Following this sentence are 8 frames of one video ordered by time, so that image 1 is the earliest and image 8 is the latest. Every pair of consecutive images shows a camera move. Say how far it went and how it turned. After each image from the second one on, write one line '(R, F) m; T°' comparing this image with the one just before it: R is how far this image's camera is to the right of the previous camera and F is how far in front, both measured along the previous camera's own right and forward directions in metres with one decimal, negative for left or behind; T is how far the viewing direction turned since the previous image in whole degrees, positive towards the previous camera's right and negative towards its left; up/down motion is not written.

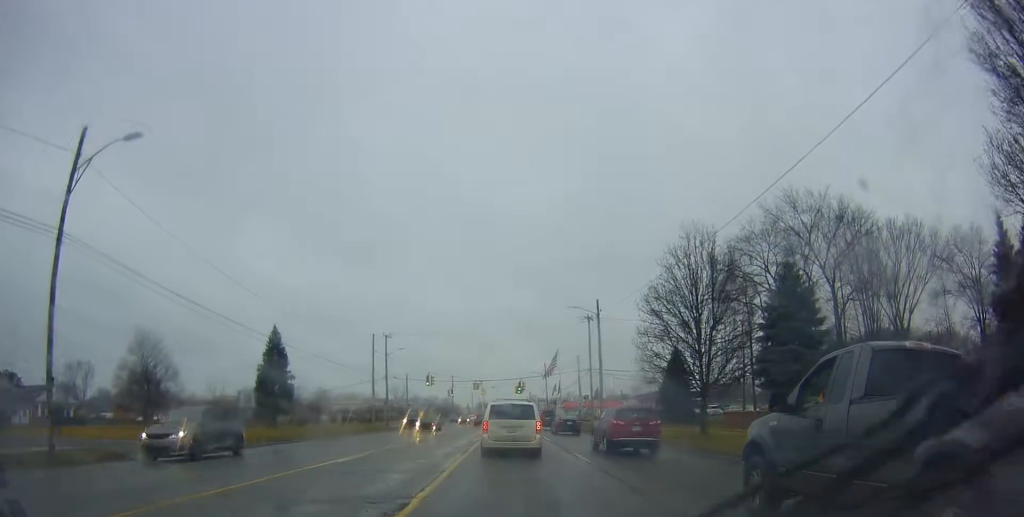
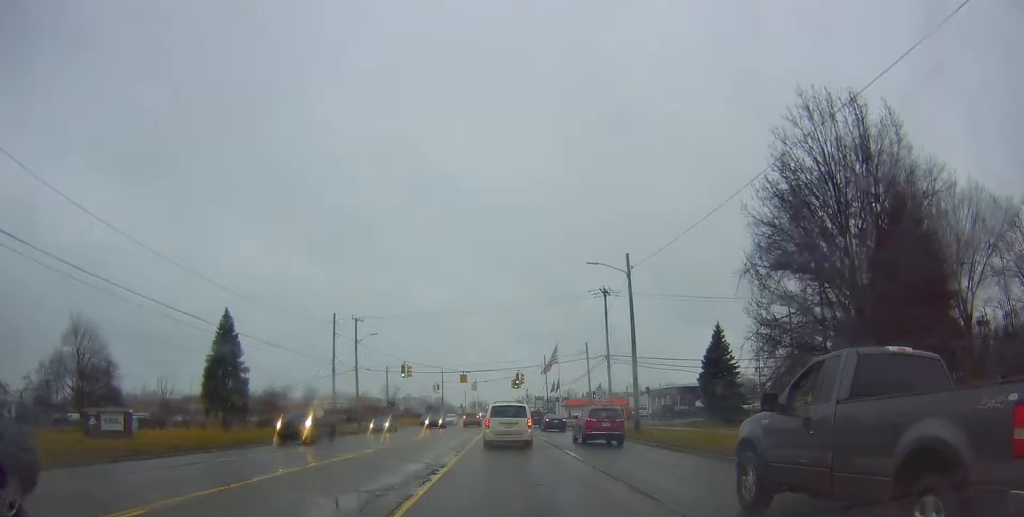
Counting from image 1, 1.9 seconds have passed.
(-1.1, +13.3) m; -6°
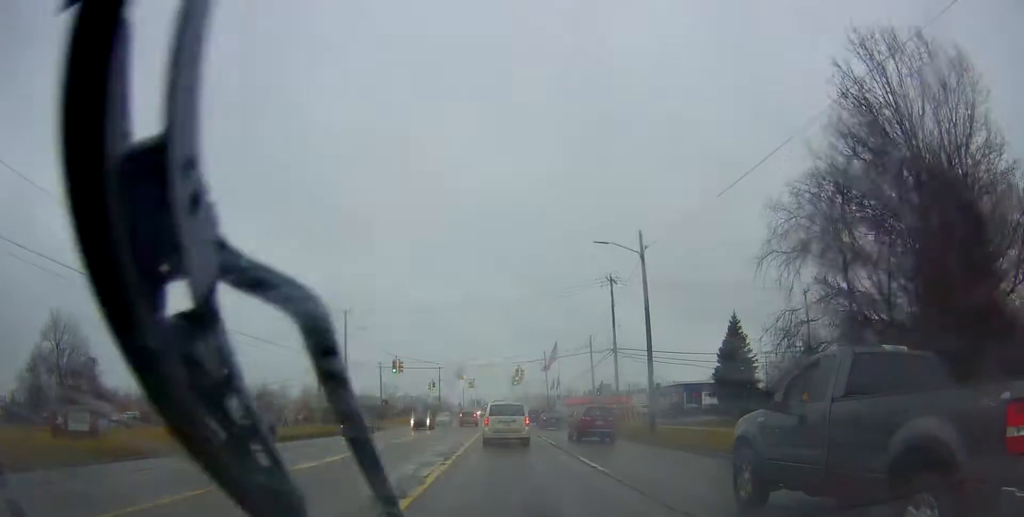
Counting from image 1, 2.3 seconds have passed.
(-0.2, +3.7) m; +1°
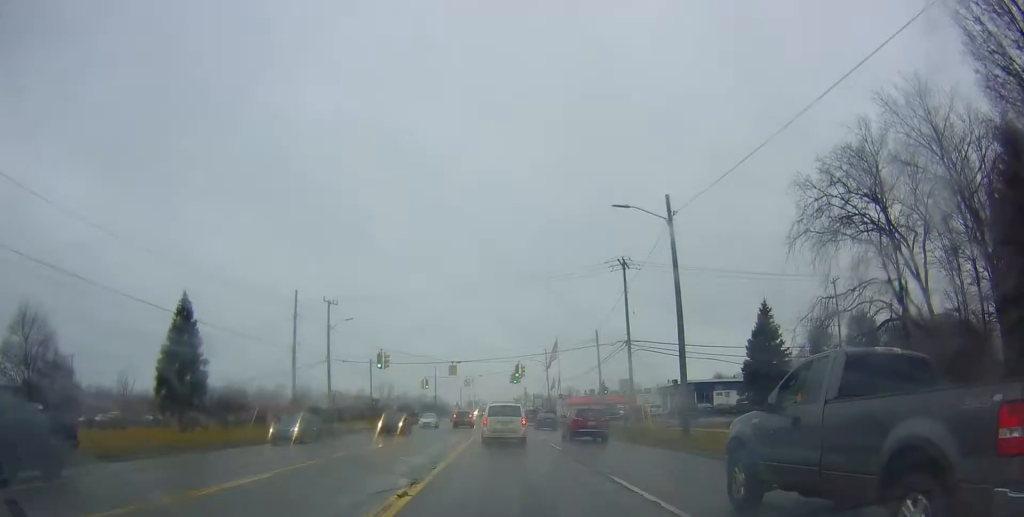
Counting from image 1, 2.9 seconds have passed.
(+0.5, +5.8) m; +3°
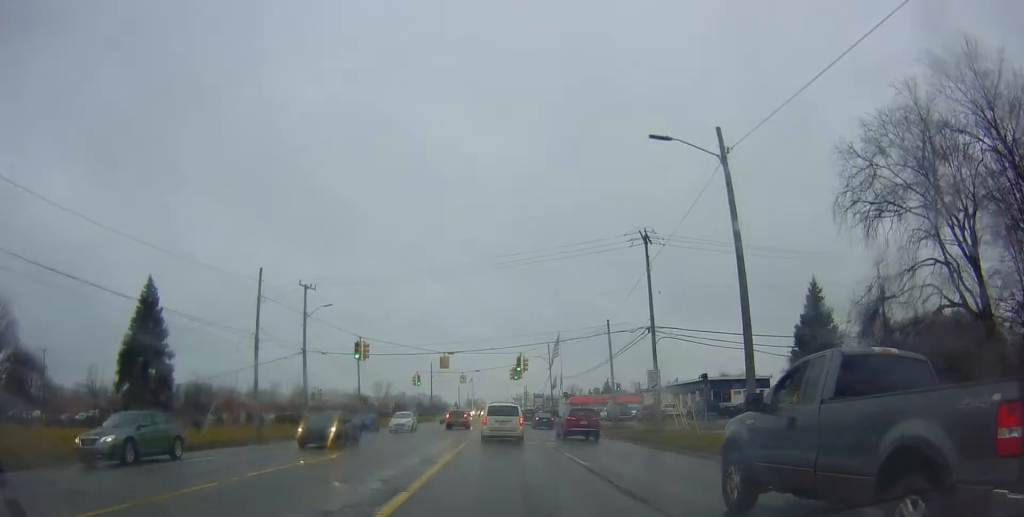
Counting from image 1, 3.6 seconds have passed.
(+0.2, +6.9) m; +2°
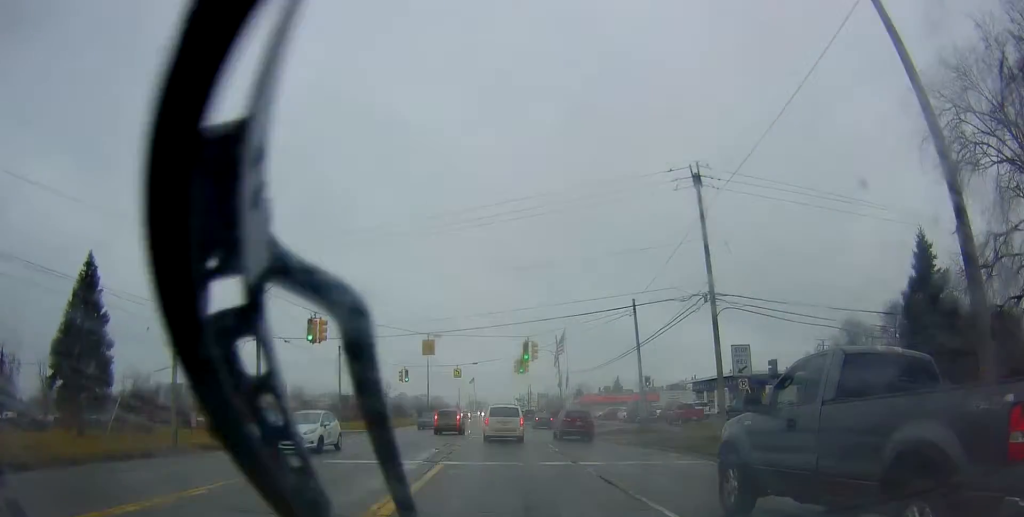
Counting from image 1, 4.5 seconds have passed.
(0.0, +10.1) m; 0°
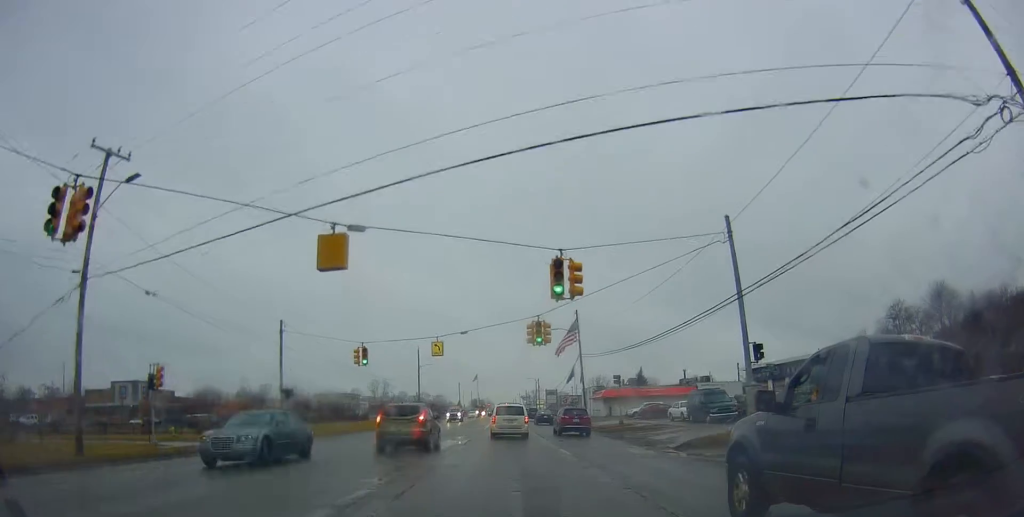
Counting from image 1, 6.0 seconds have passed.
(0.0, +19.1) m; -1°
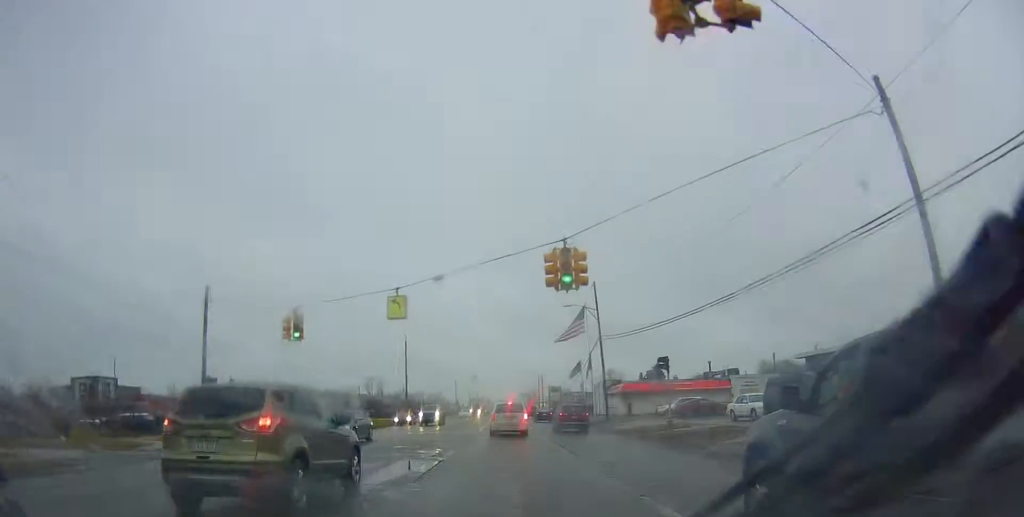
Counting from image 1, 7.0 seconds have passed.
(-0.3, +12.9) m; 0°
